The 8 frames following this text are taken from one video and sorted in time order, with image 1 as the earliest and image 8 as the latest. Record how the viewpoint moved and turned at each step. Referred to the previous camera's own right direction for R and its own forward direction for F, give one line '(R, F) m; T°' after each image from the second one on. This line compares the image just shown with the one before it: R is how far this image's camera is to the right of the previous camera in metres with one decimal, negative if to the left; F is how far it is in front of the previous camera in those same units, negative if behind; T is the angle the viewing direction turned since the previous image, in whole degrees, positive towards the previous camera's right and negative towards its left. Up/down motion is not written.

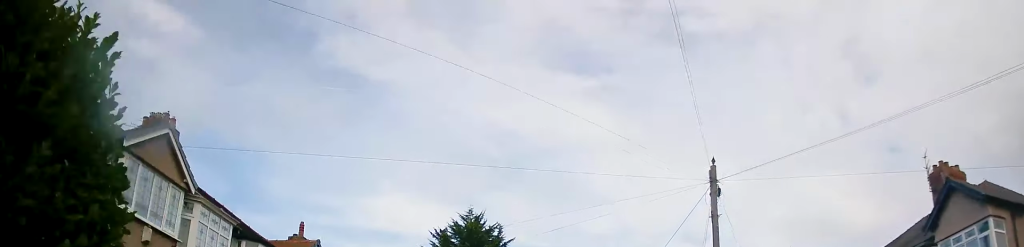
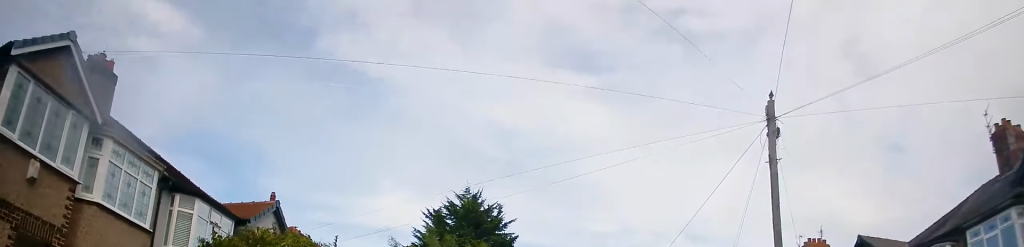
(+0.1, +4.5) m; +1°
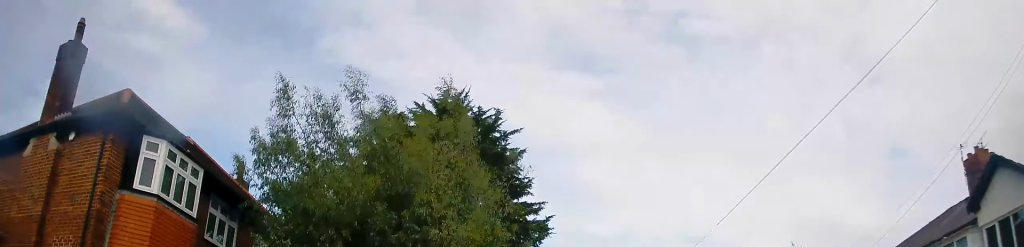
(+0.2, +15.8) m; -1°
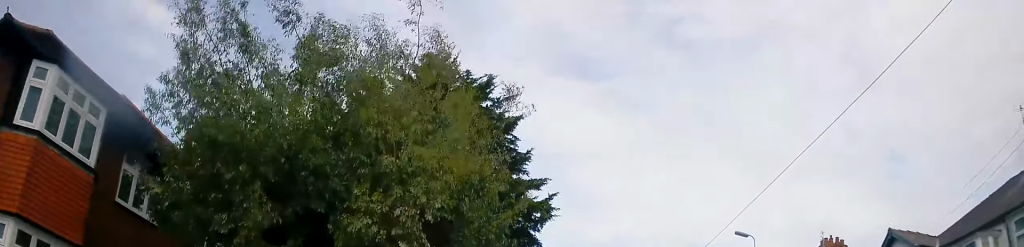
(0.0, +4.4) m; -1°
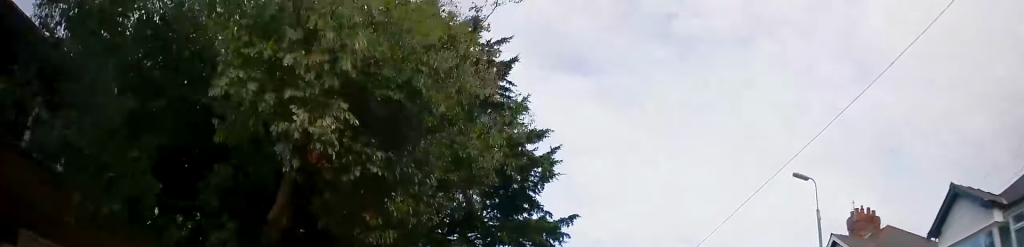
(-0.1, +3.7) m; 0°
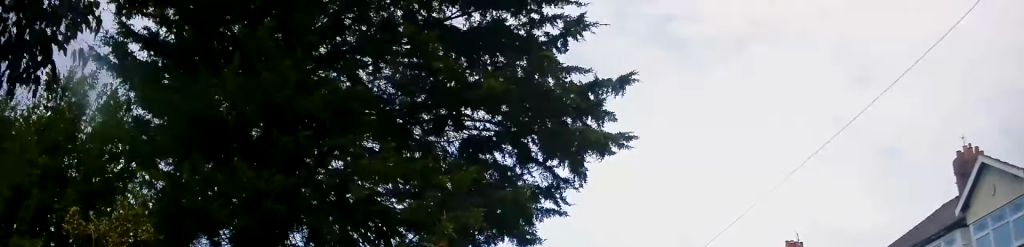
(+0.1, +9.3) m; +2°
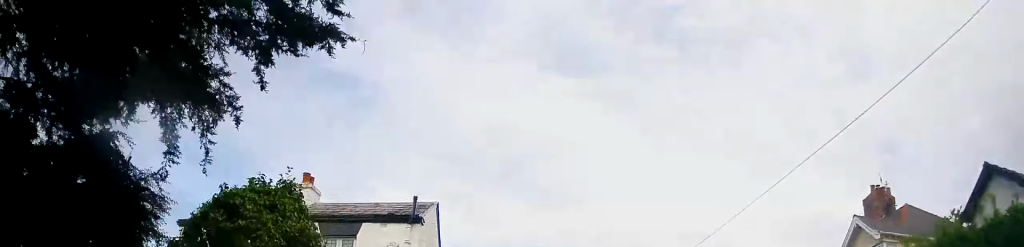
(+0.1, +10.1) m; +2°
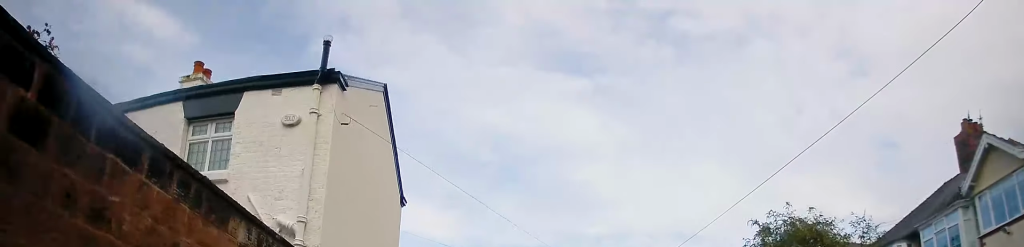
(+0.2, +7.9) m; -2°
